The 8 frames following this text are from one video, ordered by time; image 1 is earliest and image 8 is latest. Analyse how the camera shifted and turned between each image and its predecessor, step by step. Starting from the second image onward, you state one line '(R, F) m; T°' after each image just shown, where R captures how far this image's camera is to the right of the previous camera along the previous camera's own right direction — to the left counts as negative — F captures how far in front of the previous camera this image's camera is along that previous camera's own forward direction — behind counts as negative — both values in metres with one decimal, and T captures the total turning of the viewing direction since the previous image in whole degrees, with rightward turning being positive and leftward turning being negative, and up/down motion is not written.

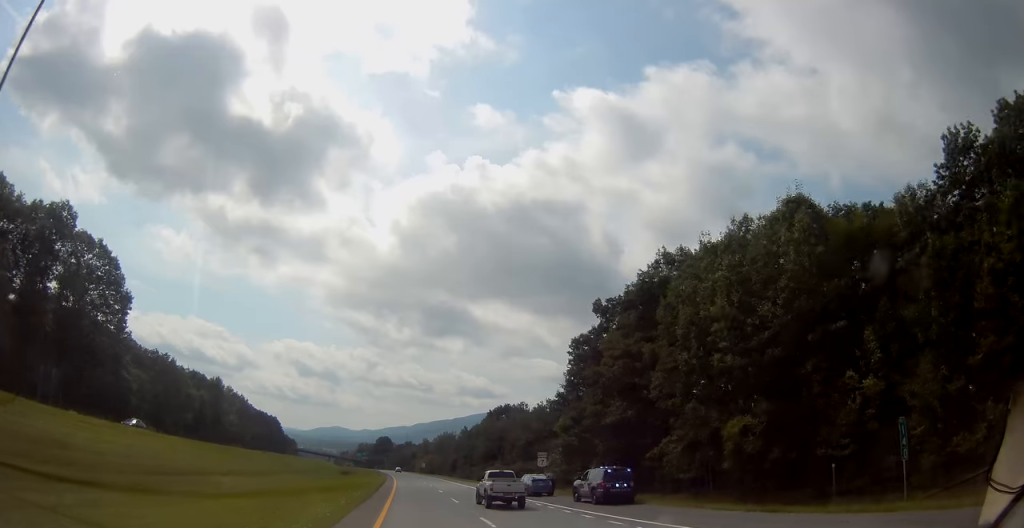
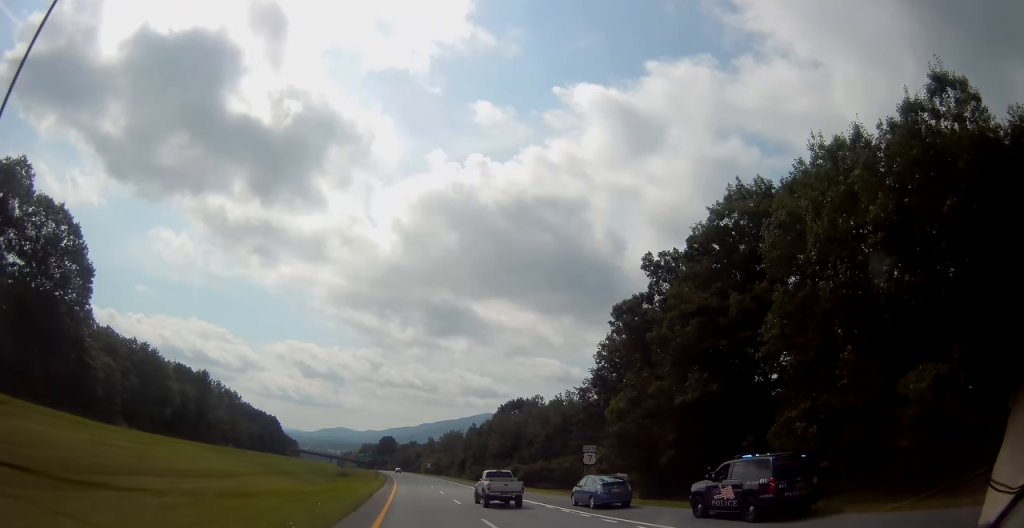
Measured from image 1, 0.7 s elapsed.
(-0.3, +13.2) m; 0°
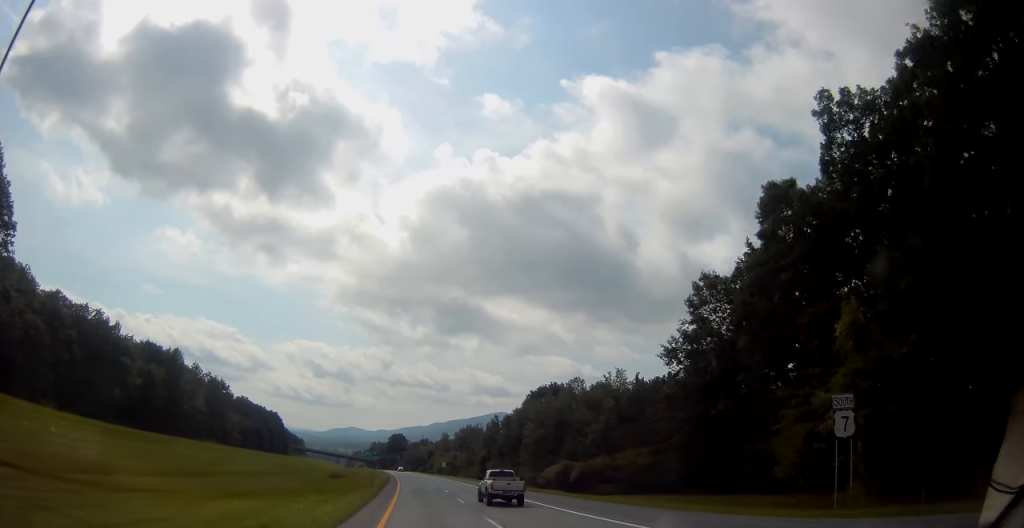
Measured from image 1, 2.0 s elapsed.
(+0.2, +24.4) m; 0°
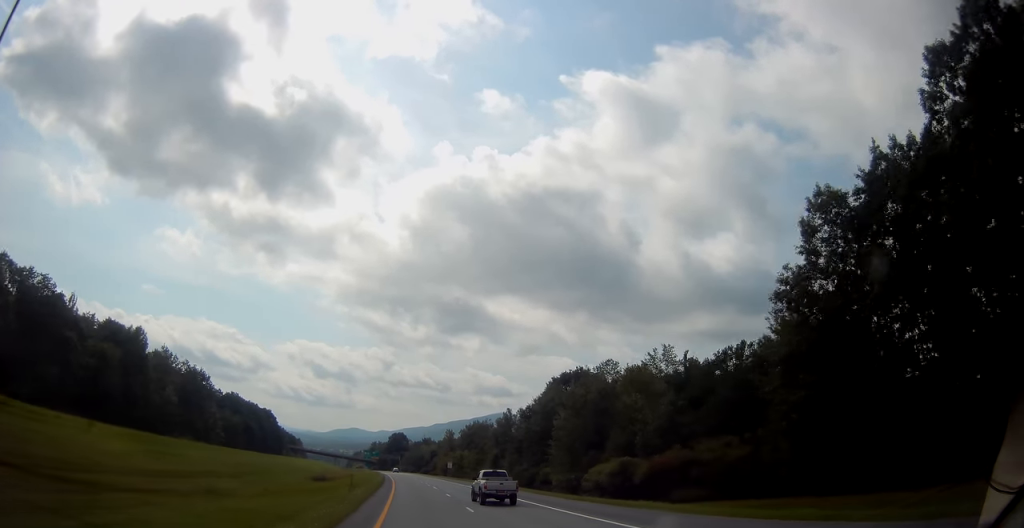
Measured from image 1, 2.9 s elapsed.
(-0.4, +18.8) m; -1°
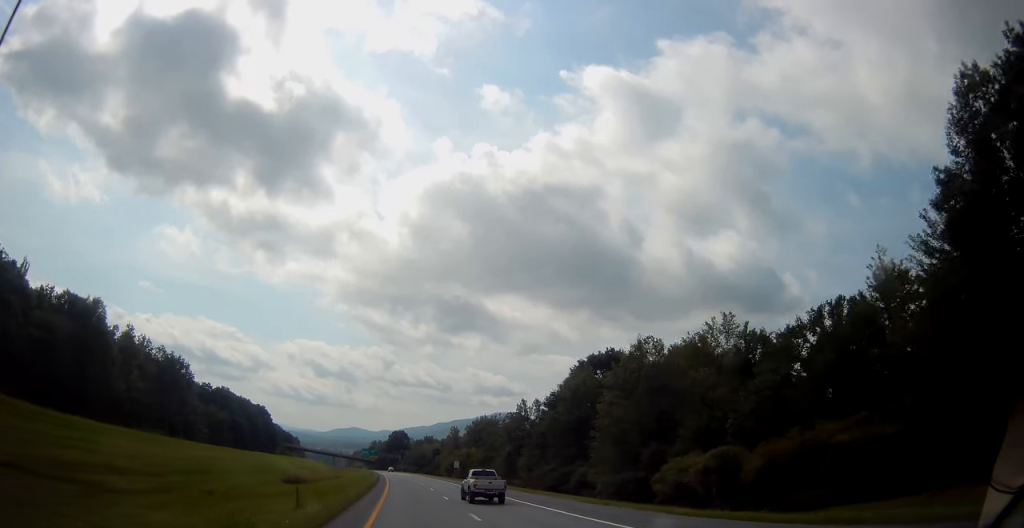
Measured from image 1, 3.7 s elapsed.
(0.0, +16.4) m; -1°
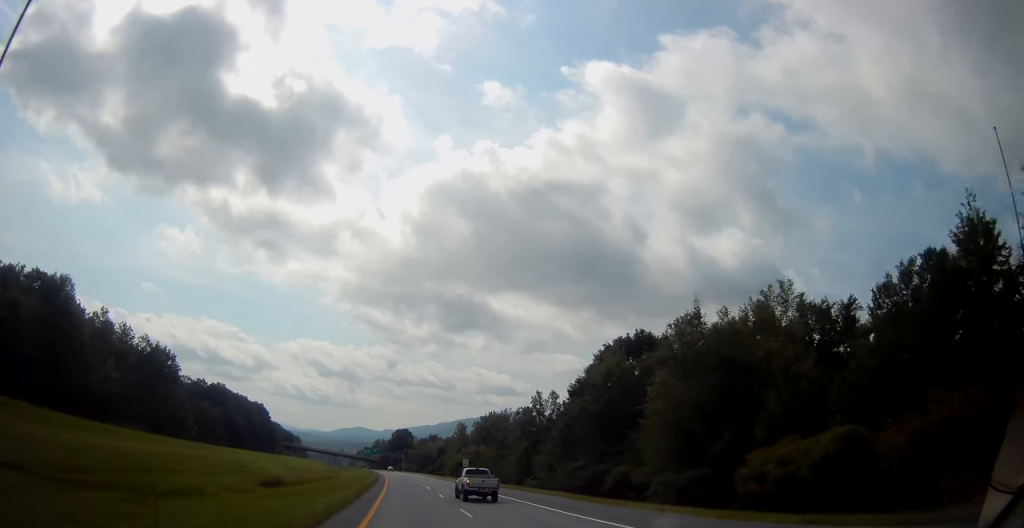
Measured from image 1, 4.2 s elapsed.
(0.0, +11.0) m; 0°
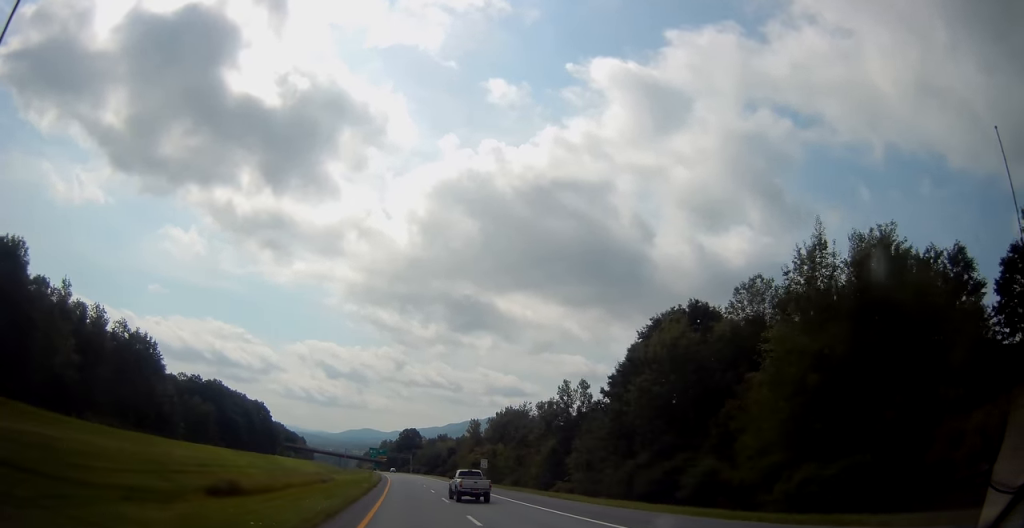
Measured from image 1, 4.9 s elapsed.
(-0.2, +14.6) m; 0°
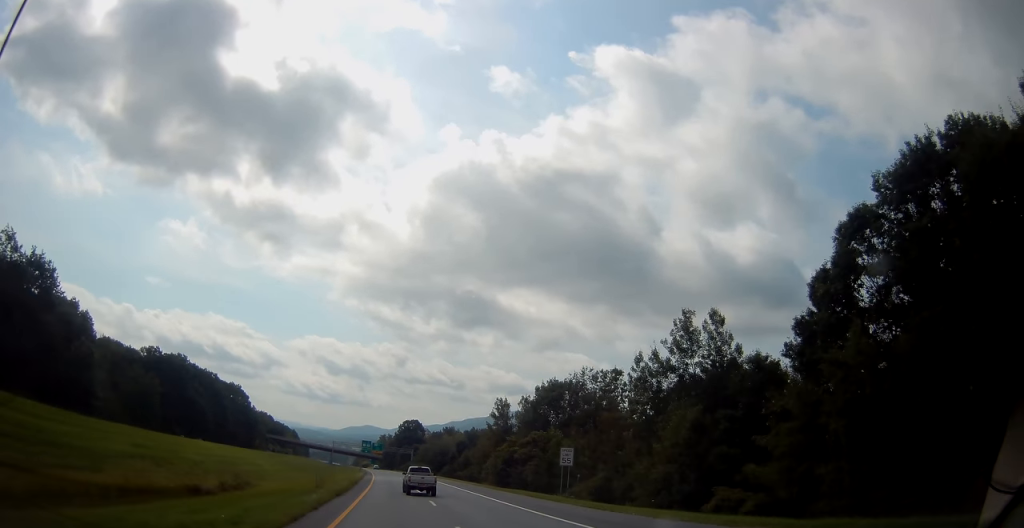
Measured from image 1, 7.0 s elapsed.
(+0.1, +41.9) m; 0°
